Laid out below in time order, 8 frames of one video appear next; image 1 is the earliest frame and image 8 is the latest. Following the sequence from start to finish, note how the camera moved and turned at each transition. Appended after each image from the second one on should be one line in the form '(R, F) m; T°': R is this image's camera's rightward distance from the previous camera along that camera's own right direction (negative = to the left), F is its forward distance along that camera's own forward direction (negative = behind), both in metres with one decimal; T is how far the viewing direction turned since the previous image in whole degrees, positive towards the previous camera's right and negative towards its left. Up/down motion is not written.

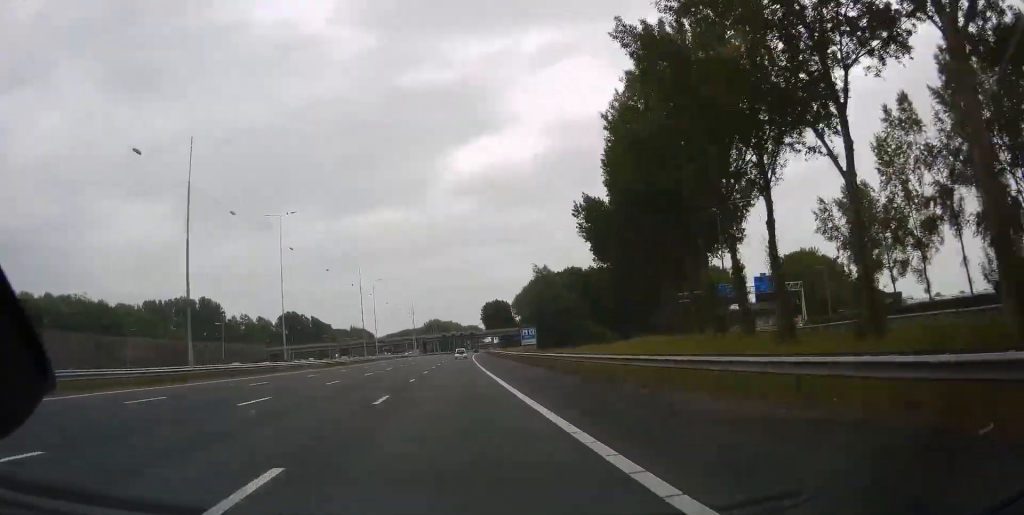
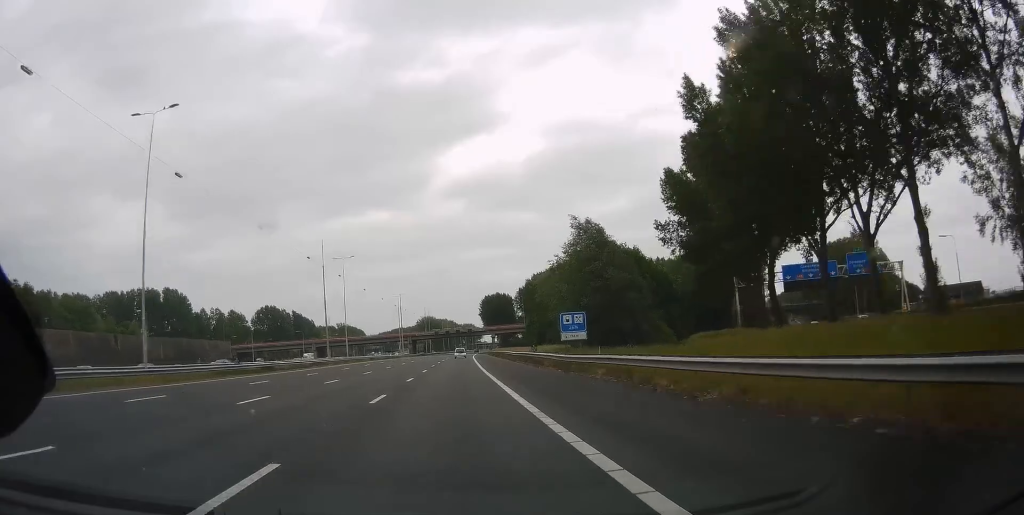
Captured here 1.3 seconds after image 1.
(-0.3, +35.4) m; 0°
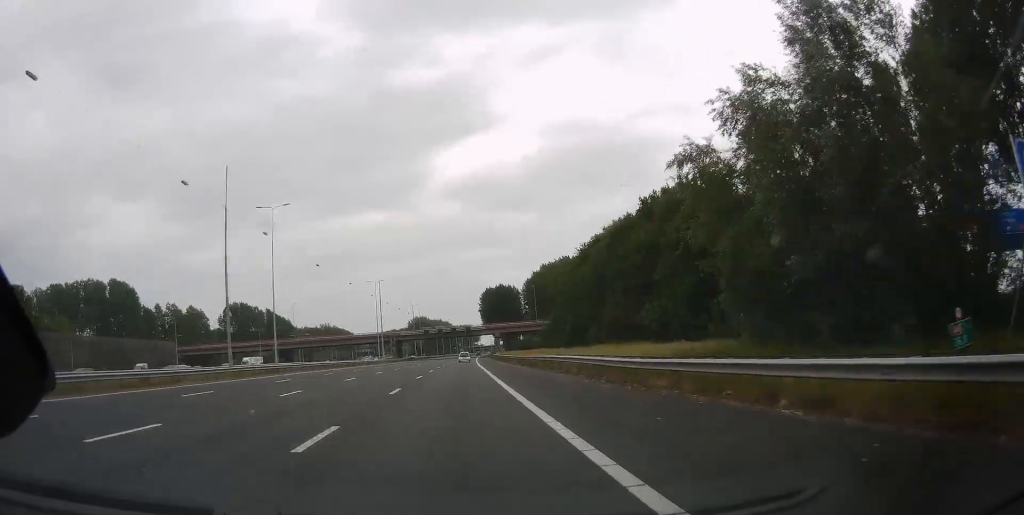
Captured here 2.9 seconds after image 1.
(+0.1, +44.7) m; +1°
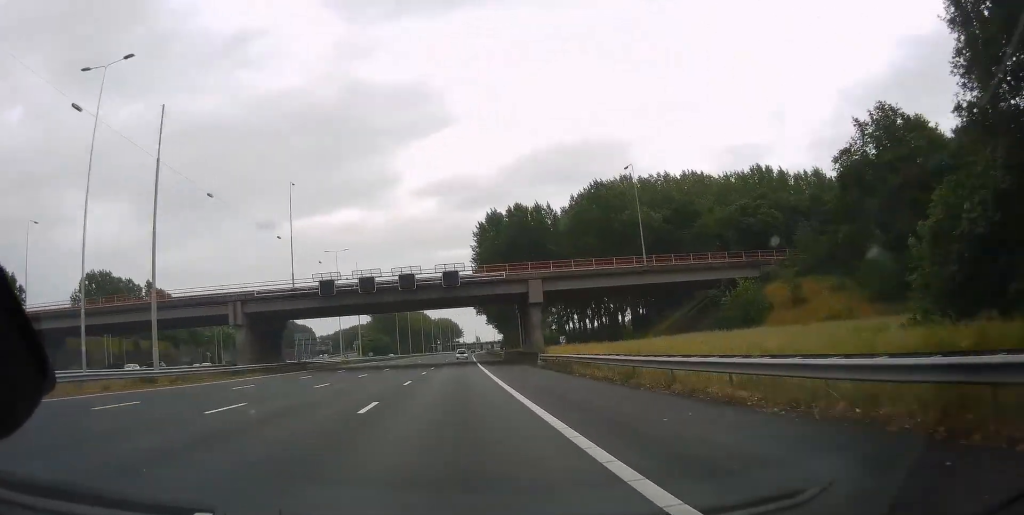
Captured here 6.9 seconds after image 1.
(+2.0, +113.9) m; +2°
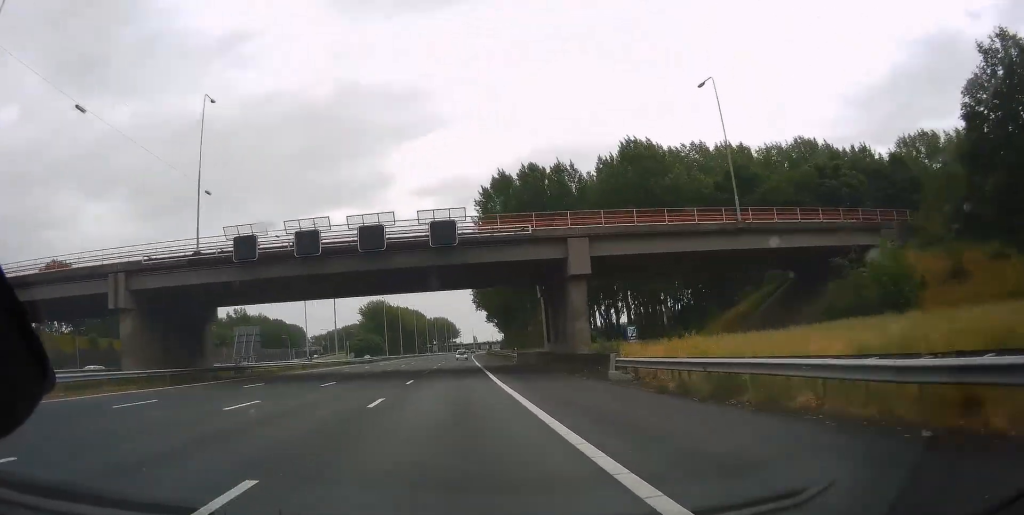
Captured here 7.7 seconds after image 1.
(0.0, +22.4) m; 0°
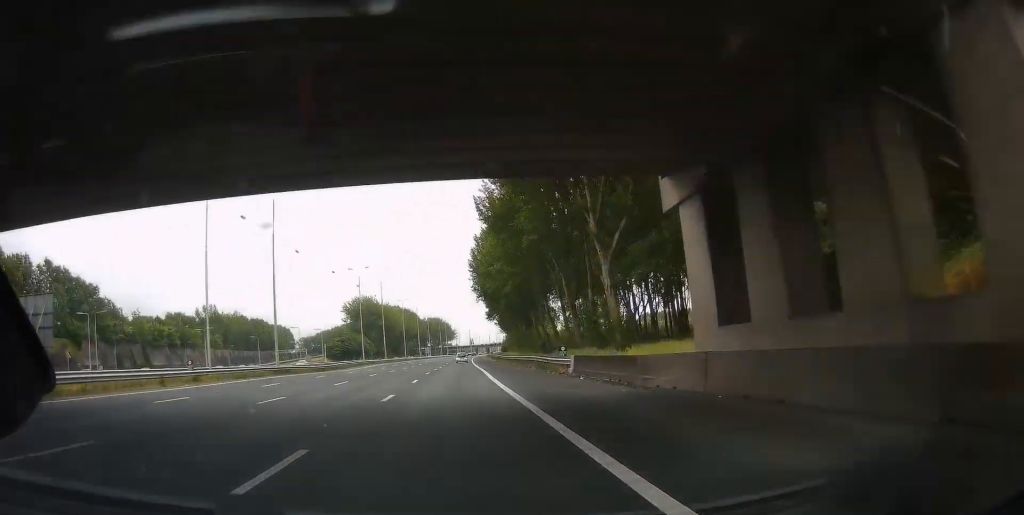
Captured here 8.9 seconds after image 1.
(+0.3, +33.6) m; 0°
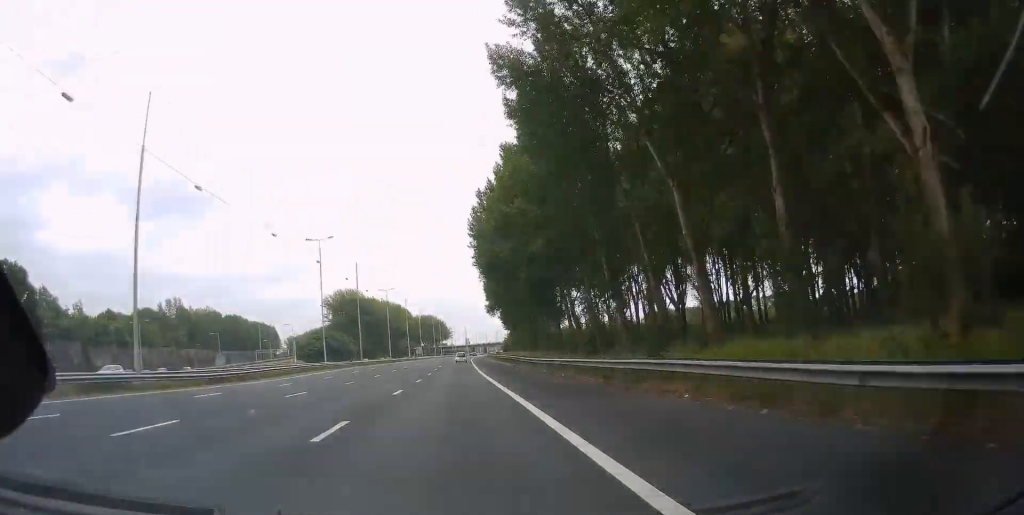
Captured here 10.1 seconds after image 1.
(+0.2, +31.7) m; 0°
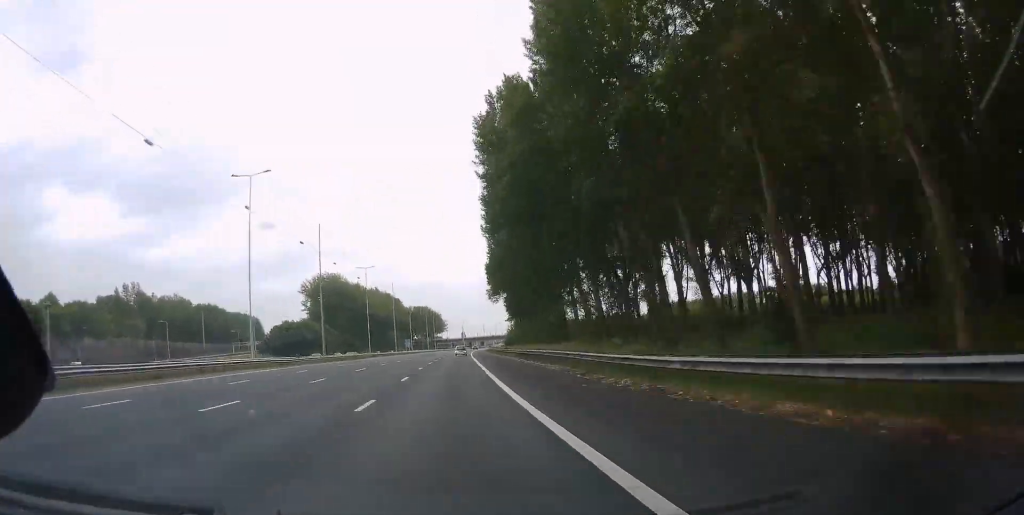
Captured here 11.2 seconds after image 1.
(-0.2, +31.6) m; 0°
